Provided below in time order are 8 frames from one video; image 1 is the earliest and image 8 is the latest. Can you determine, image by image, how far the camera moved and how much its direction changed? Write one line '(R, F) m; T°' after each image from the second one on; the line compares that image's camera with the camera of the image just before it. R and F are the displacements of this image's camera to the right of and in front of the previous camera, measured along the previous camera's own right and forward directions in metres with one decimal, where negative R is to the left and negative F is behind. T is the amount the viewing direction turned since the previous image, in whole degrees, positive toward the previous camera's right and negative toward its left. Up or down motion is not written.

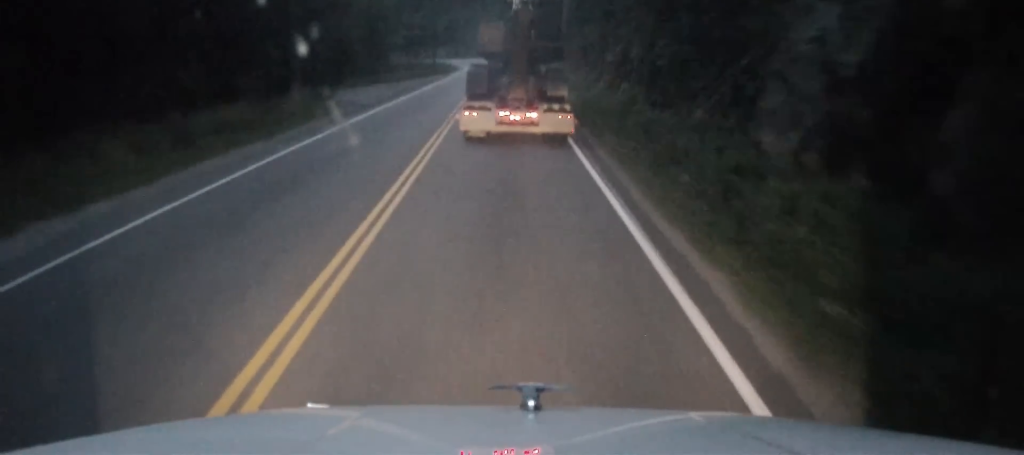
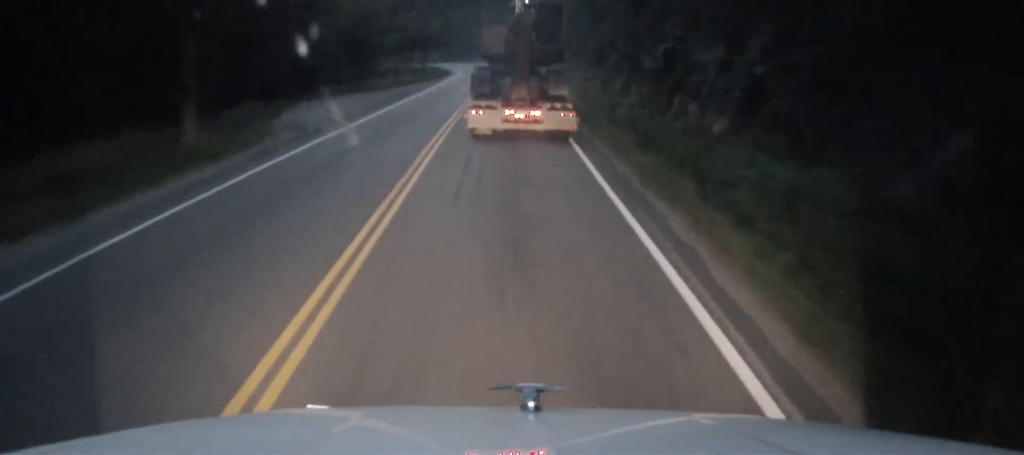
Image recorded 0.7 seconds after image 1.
(0.0, +12.4) m; 0°
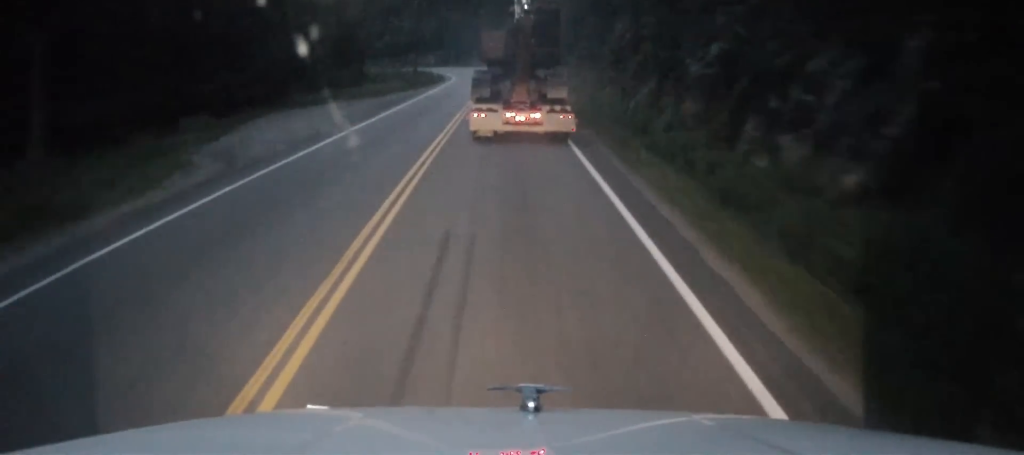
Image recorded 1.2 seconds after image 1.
(0.0, +8.3) m; 0°
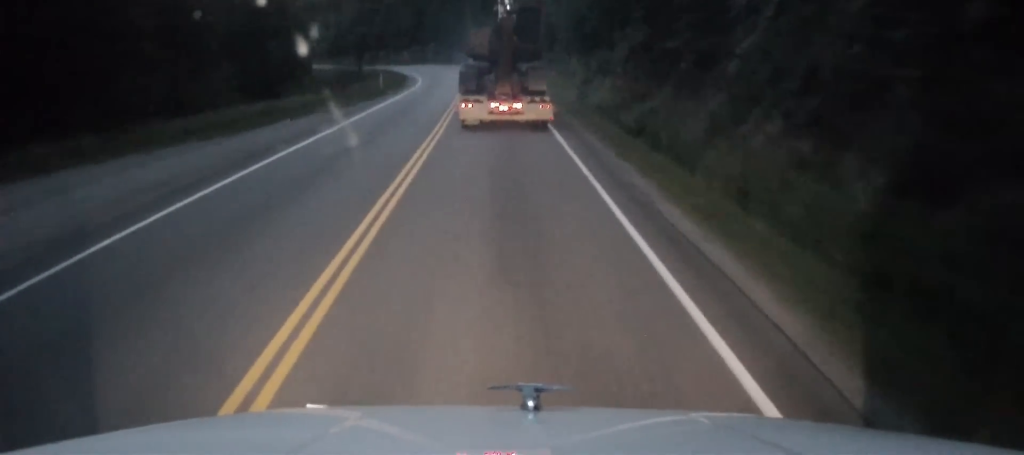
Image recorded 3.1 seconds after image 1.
(0.0, +34.7) m; 0°
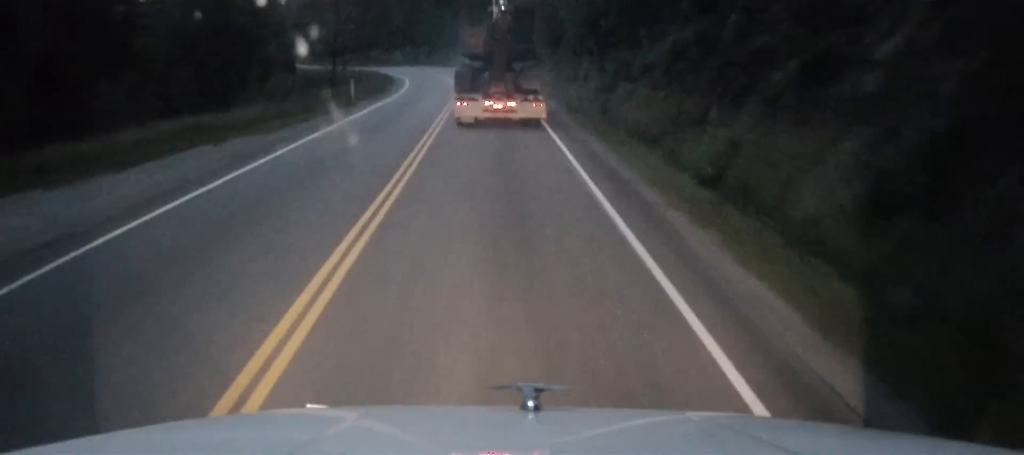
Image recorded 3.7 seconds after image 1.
(0.0, +10.6) m; 0°
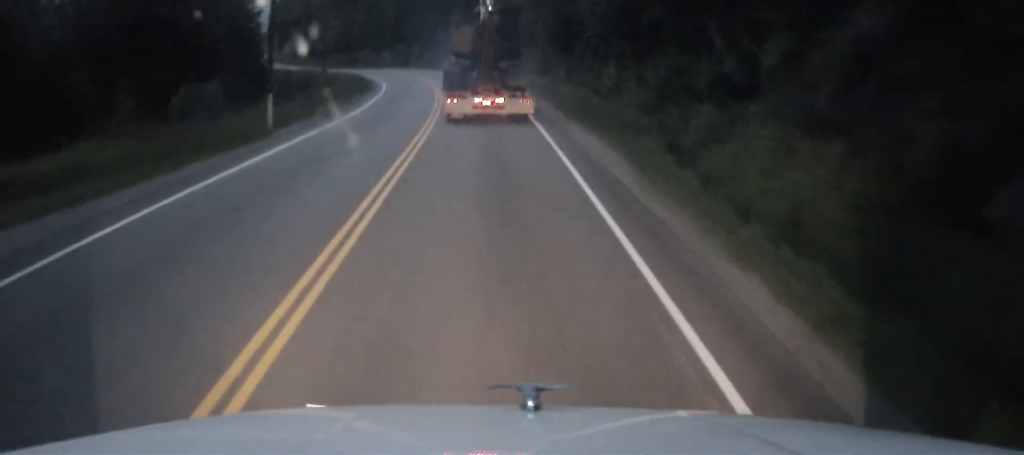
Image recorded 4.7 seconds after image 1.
(0.0, +16.6) m; 0°
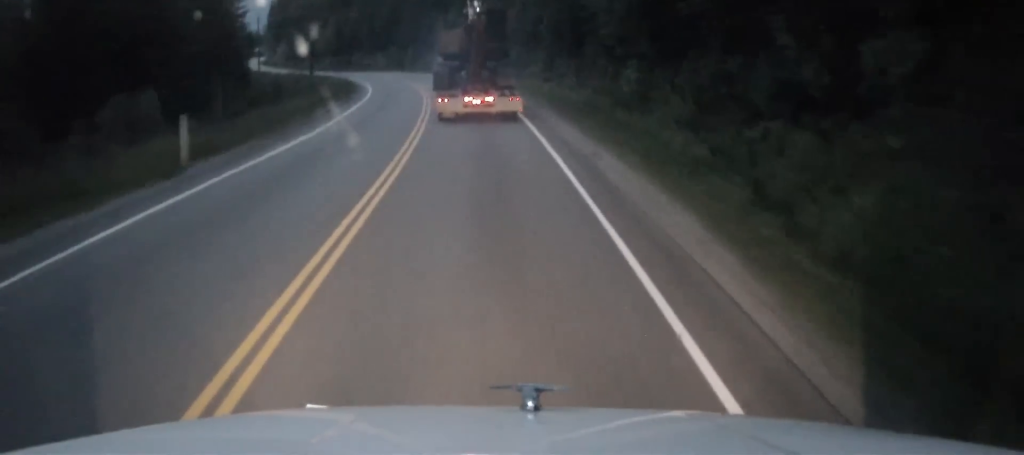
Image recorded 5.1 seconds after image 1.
(0.0, +8.3) m; 0°
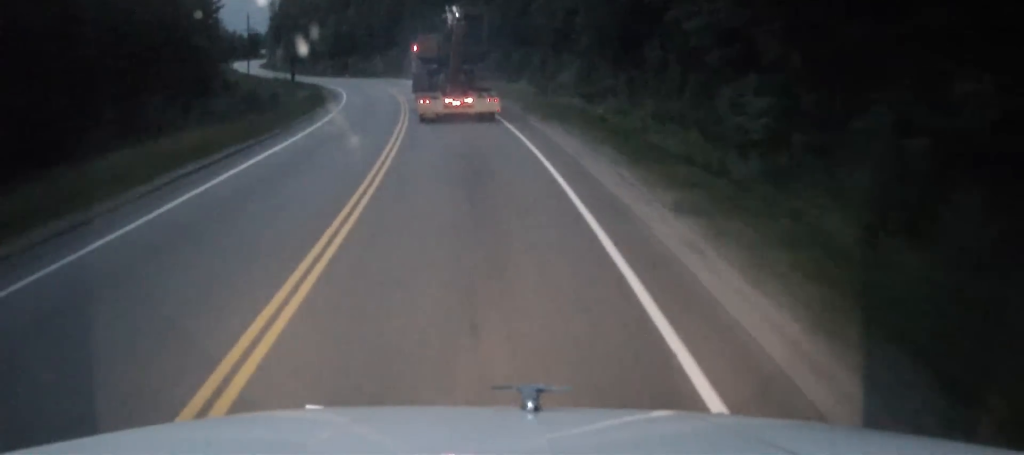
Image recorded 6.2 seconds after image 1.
(0.0, +19.7) m; 0°
